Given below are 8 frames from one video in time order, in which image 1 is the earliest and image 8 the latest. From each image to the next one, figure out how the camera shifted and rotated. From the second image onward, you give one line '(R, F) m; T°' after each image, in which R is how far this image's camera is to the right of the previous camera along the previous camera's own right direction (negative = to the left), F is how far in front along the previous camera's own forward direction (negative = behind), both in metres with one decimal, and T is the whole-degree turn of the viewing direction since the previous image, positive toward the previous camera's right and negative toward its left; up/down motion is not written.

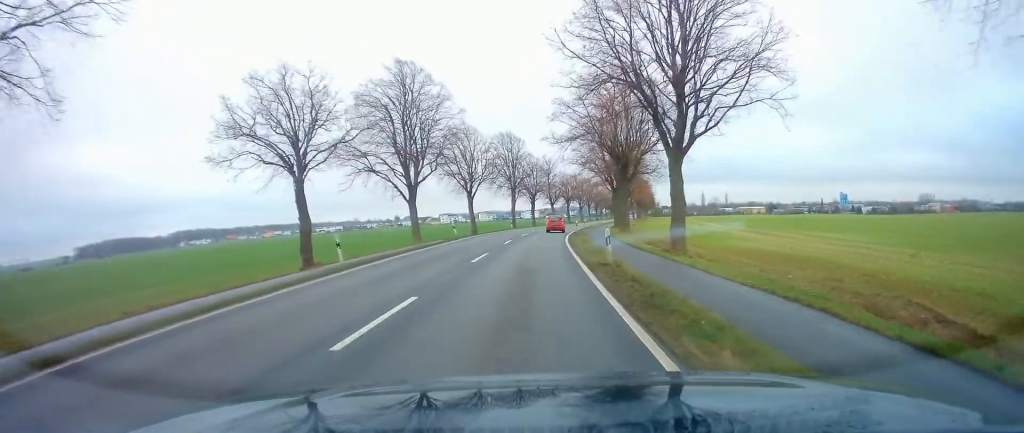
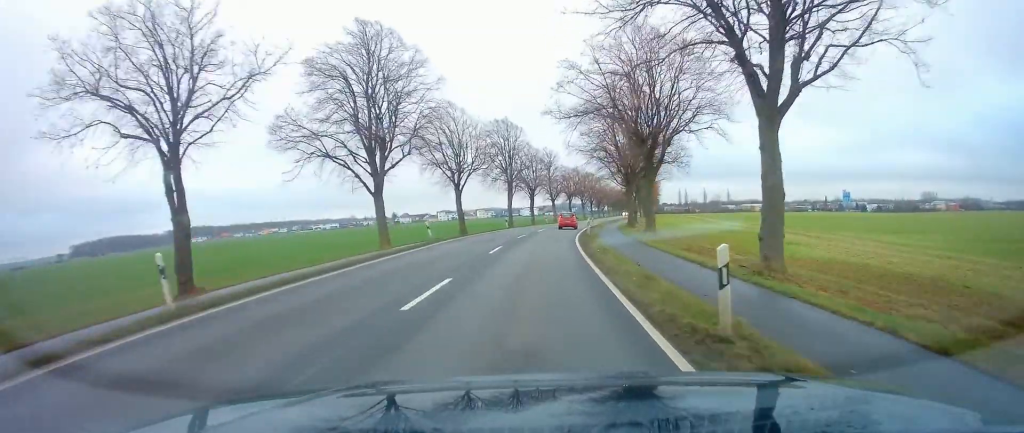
(-0.1, +9.5) m; +1°
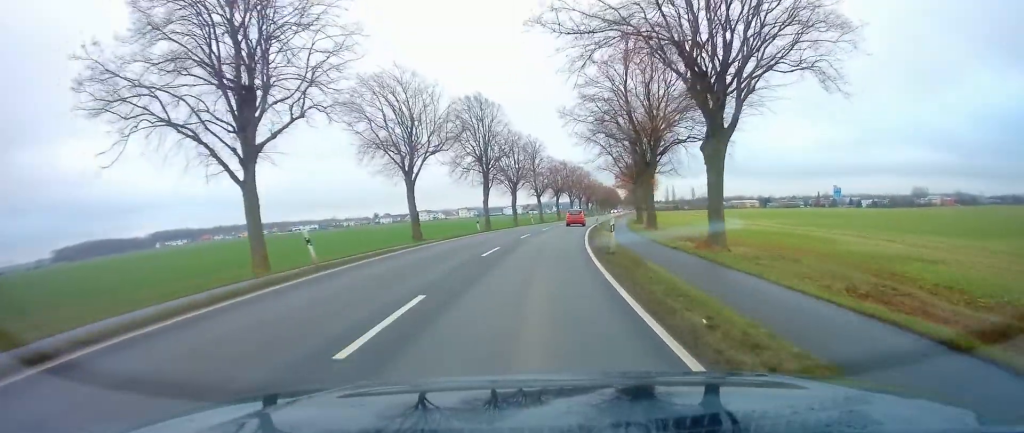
(+0.2, +14.8) m; +1°
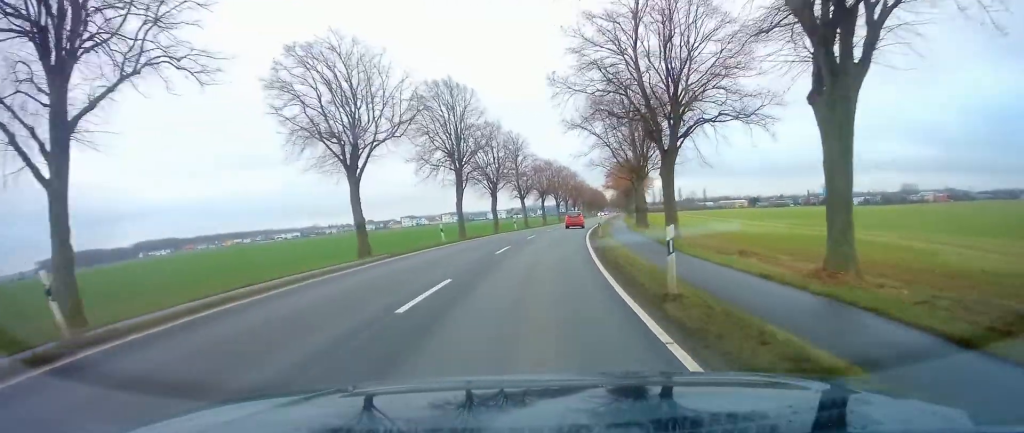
(+0.1, +9.2) m; +1°
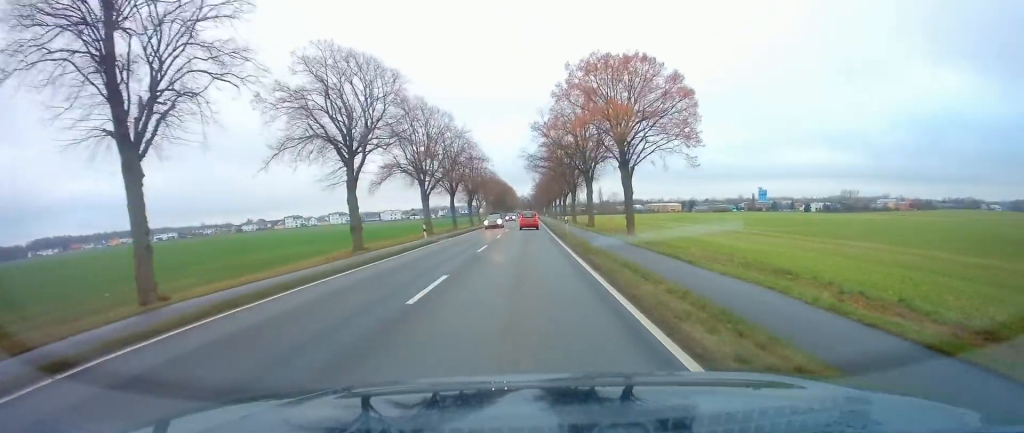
(+5.8, +71.5) m; +8°
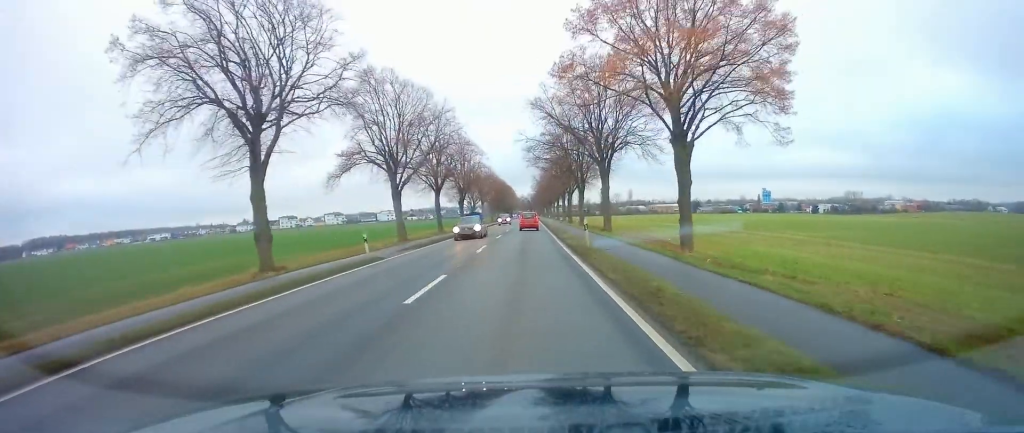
(0.0, +12.2) m; +1°
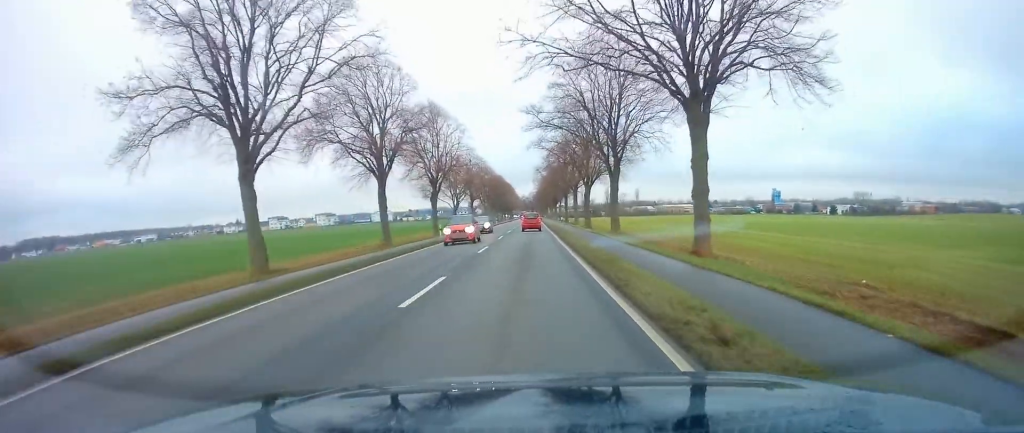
(+0.3, +24.8) m; 0°
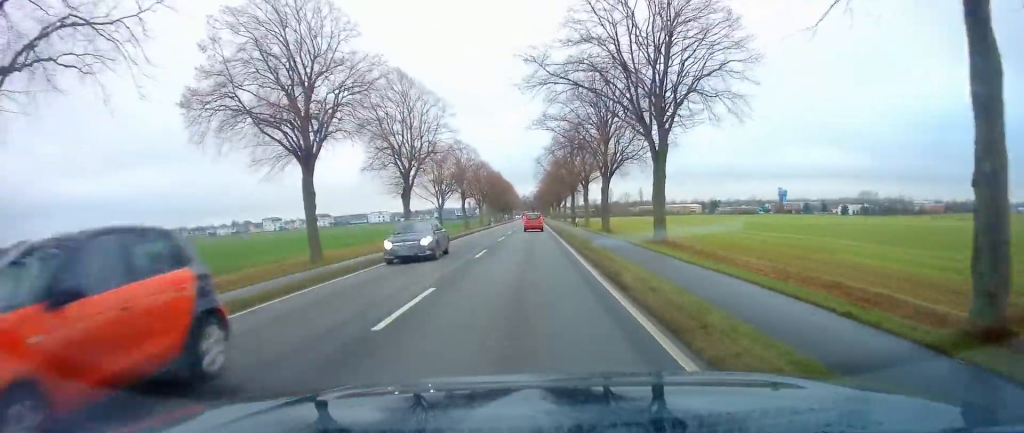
(0.0, +13.7) m; -1°
